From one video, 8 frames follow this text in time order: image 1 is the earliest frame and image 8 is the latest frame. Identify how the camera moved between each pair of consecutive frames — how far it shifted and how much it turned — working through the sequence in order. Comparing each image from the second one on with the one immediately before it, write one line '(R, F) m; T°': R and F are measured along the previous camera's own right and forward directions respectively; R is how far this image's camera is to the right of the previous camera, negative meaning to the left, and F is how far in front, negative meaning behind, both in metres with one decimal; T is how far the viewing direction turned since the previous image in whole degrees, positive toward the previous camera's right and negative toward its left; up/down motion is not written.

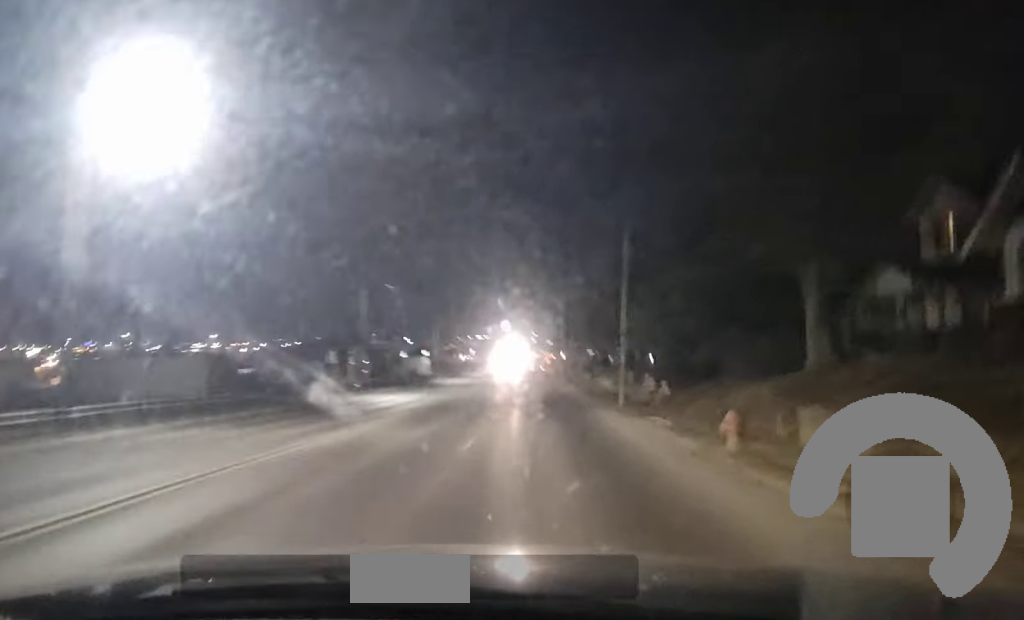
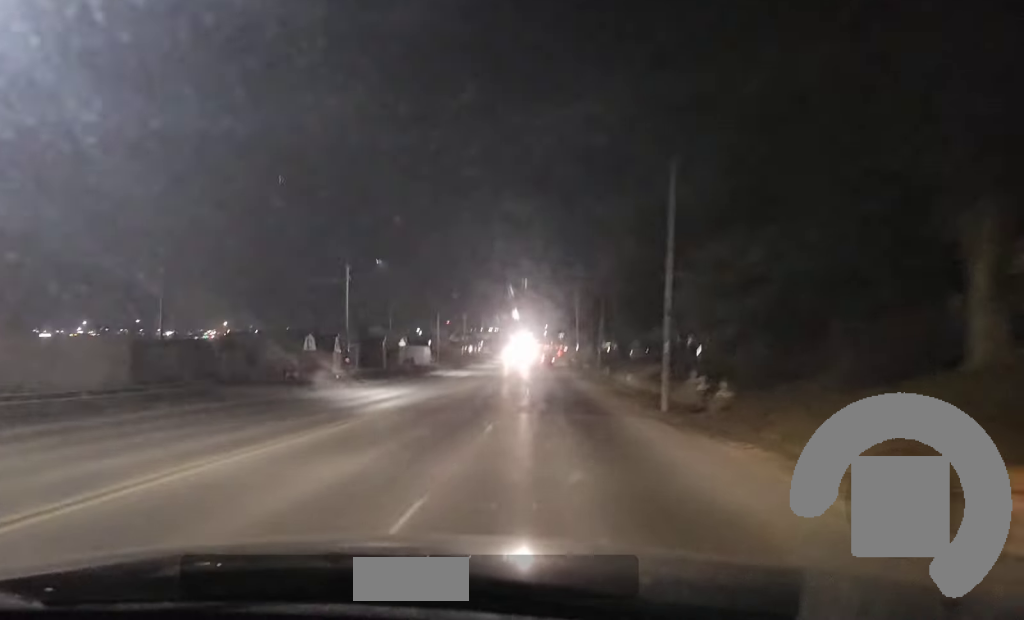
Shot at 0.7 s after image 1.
(+0.3, +10.3) m; +1°
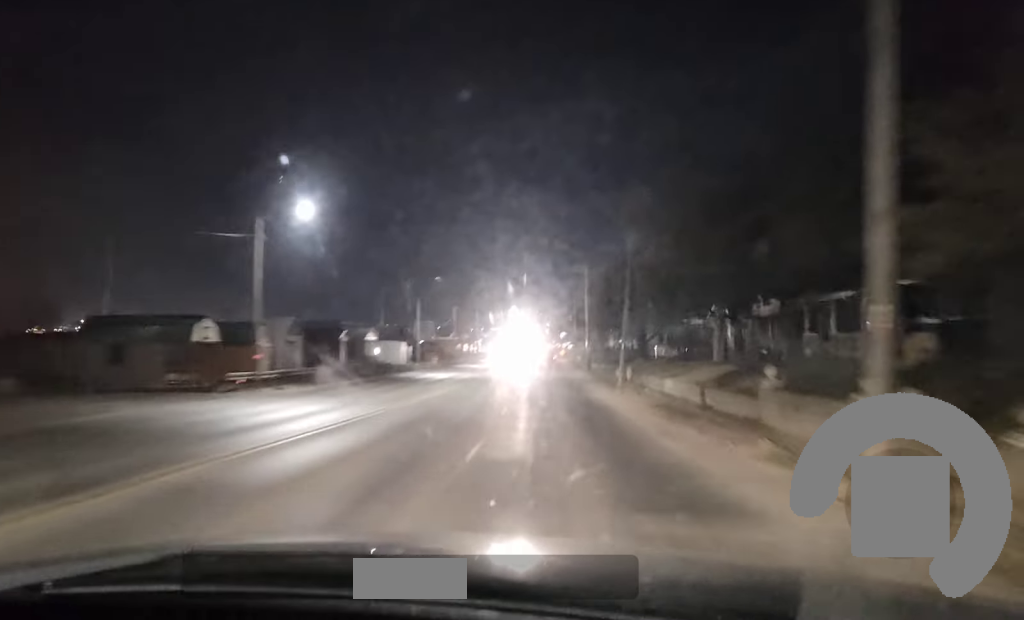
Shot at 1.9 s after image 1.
(0.0, +17.8) m; +1°
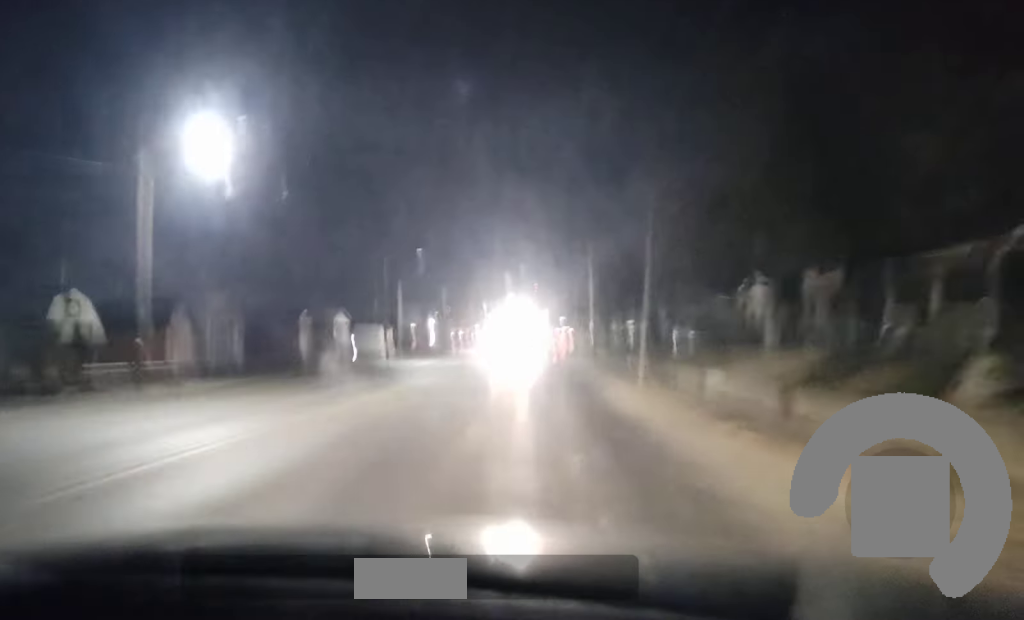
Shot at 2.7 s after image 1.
(+0.2, +11.2) m; 0°
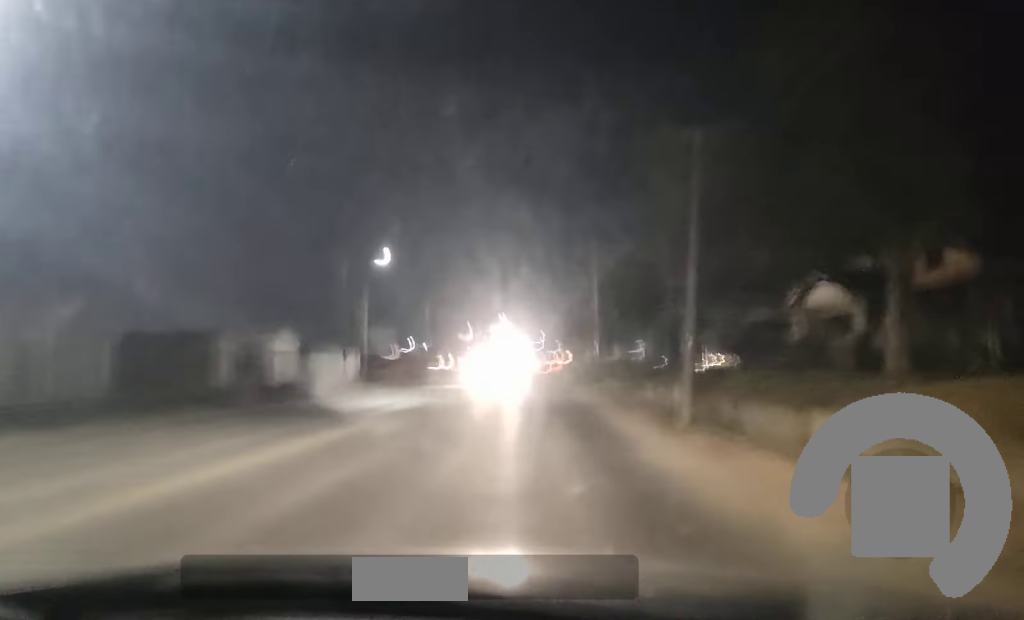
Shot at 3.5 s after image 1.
(+0.1, +12.8) m; -1°
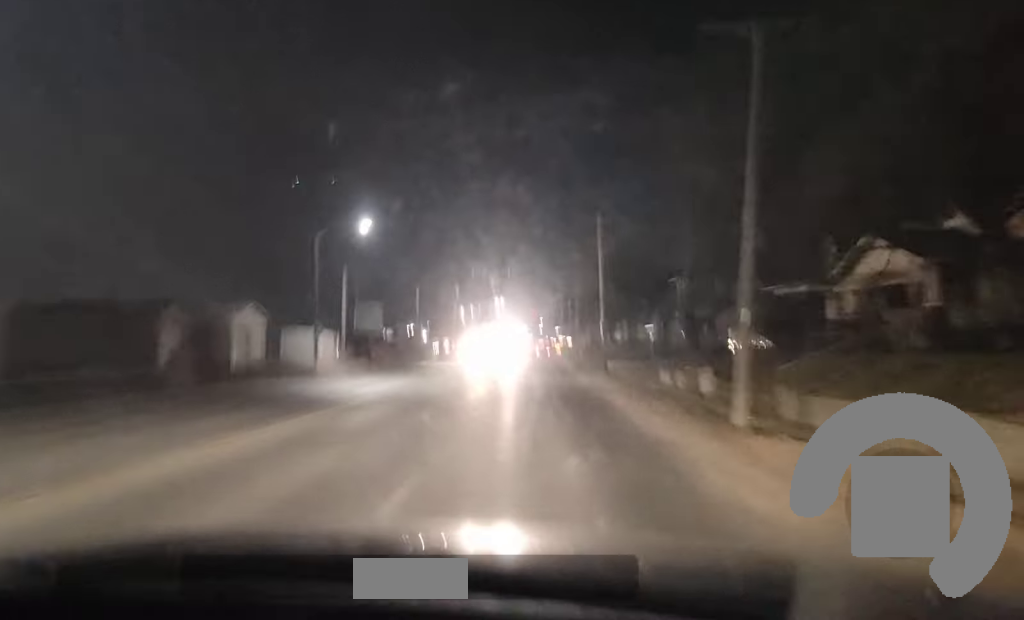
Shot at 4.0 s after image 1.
(-0.4, +6.8) m; -1°
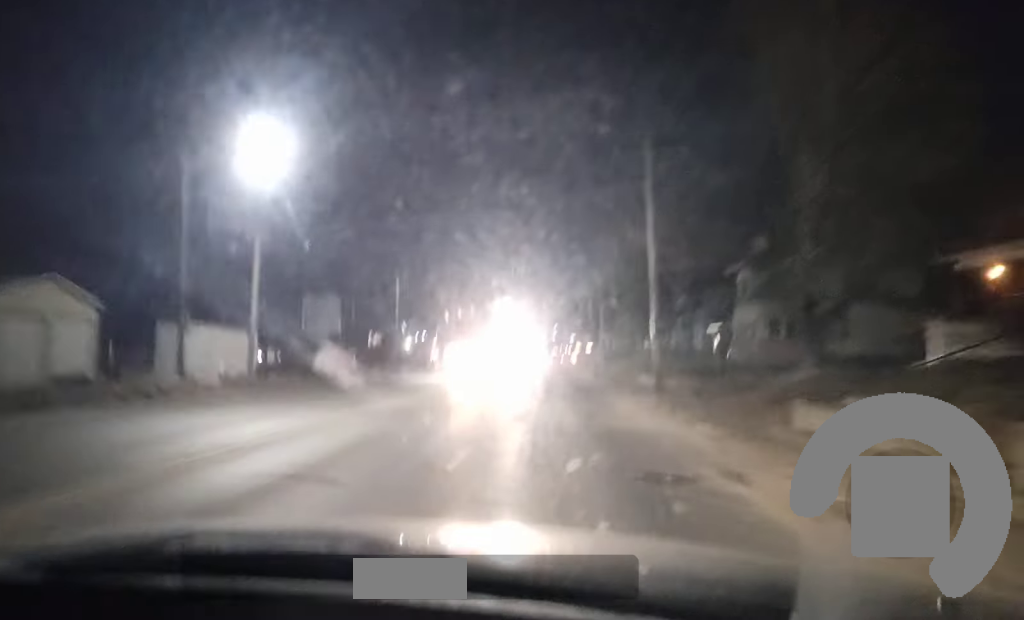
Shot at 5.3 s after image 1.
(+0.2, +19.7) m; -2°
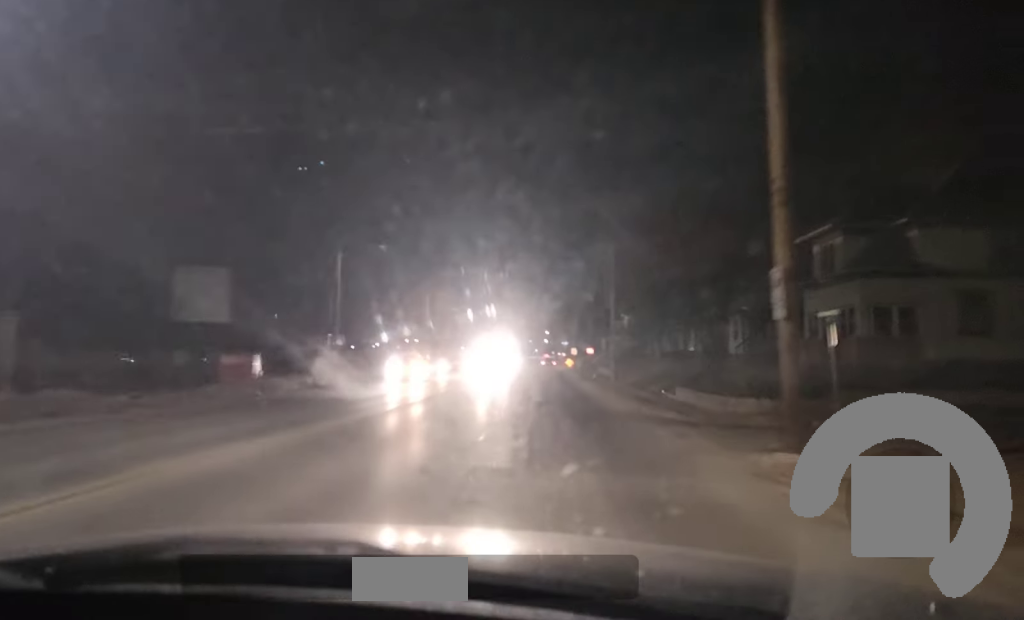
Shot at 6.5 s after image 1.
(-0.7, +19.5) m; 0°
